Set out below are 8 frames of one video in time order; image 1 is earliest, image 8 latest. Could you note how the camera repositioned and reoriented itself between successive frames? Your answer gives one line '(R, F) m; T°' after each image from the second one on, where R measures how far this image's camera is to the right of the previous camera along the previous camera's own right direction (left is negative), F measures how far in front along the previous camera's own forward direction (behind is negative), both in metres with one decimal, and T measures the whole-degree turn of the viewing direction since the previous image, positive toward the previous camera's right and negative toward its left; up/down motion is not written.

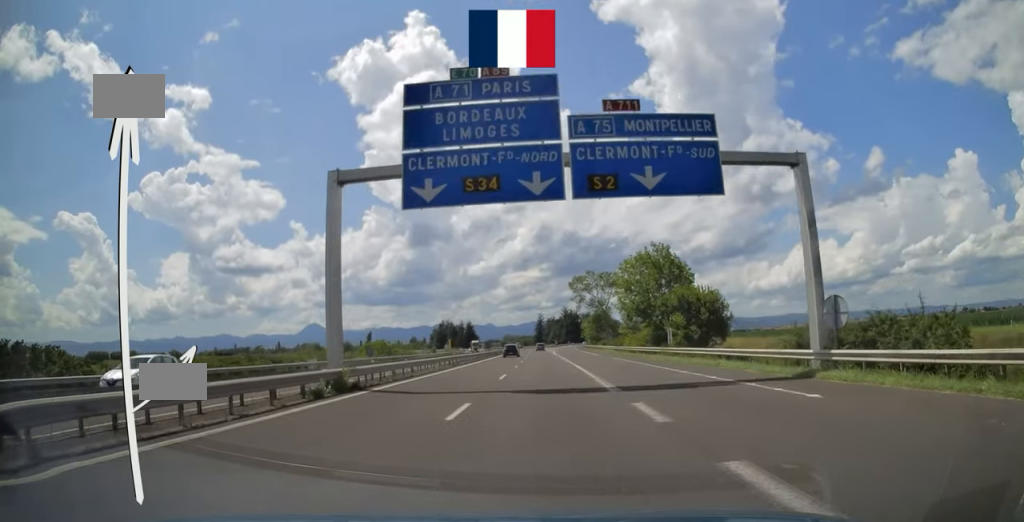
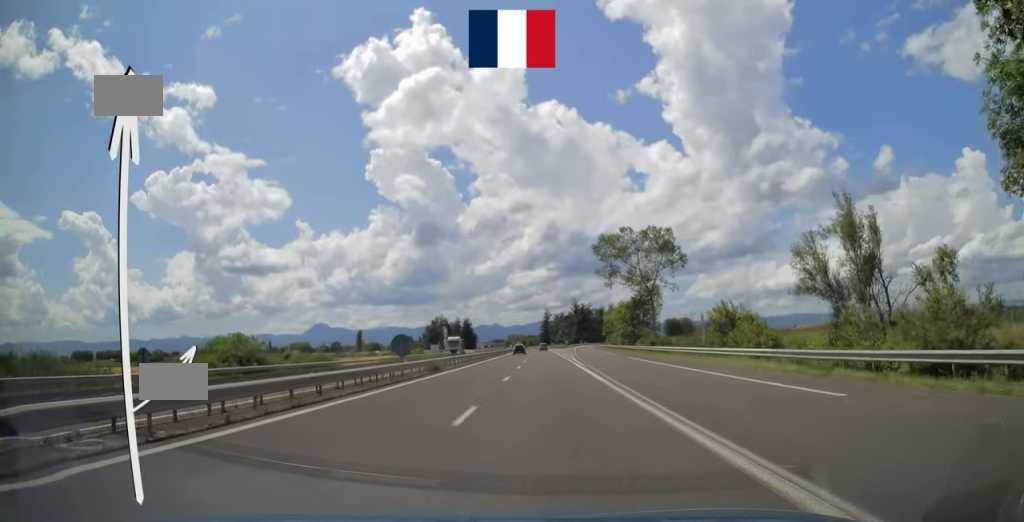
(-0.7, +51.5) m; -1°
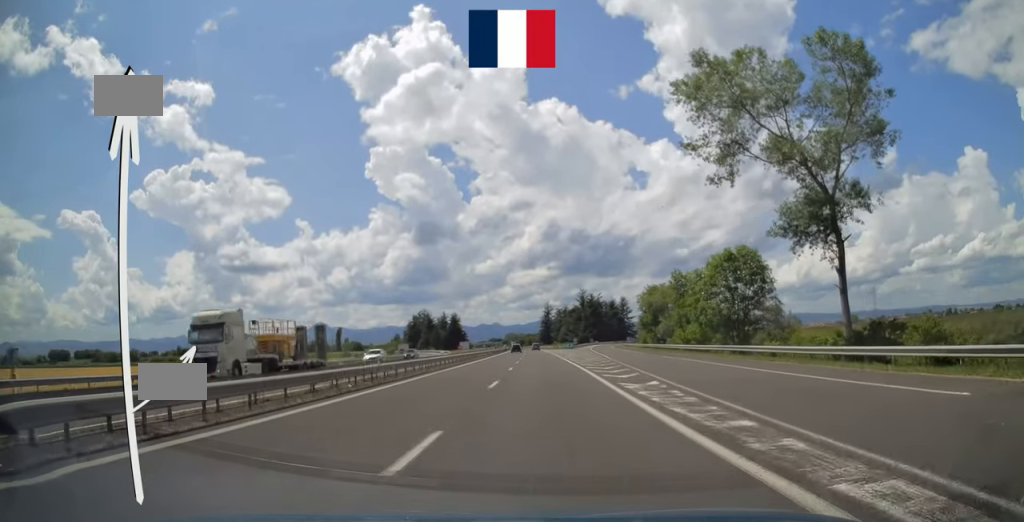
(0.0, +54.1) m; 0°
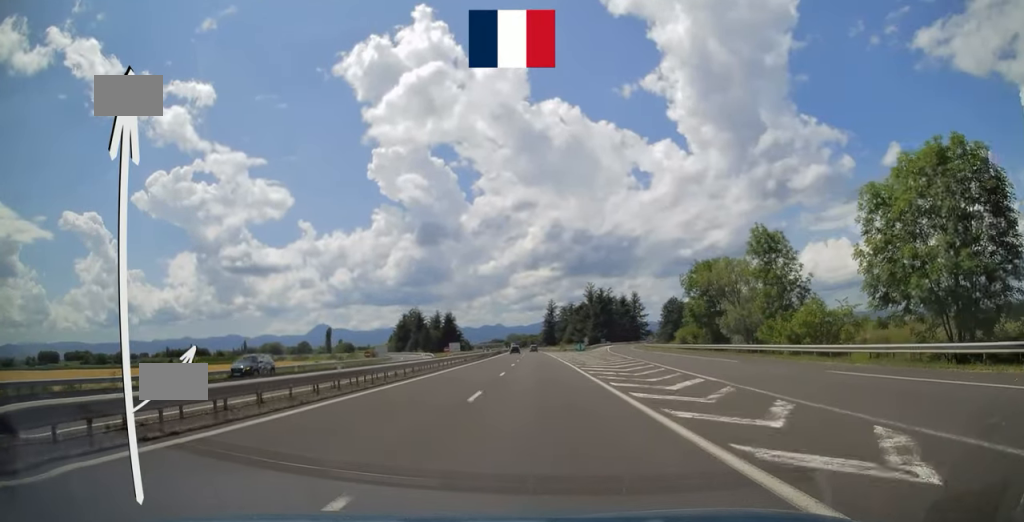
(-0.2, +29.3) m; 0°
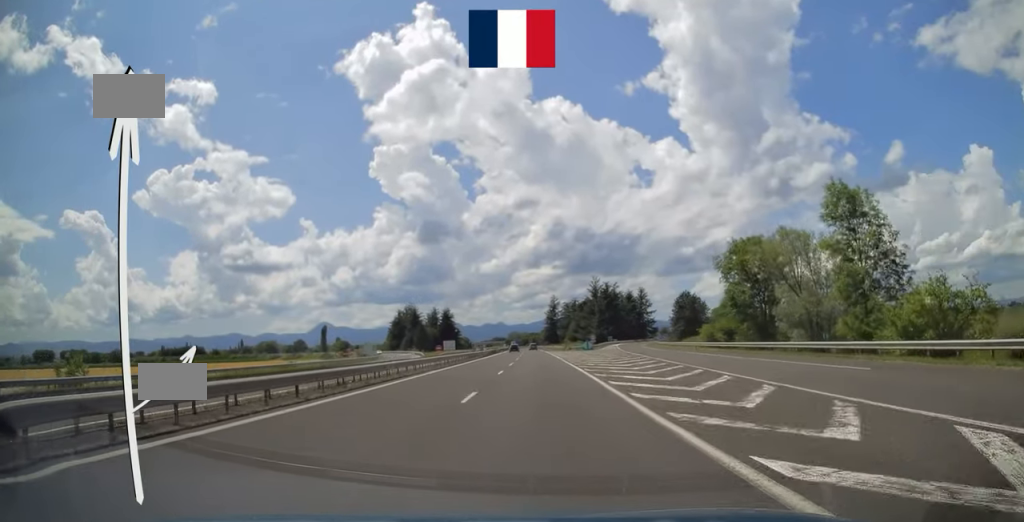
(+0.2, +13.4) m; 0°
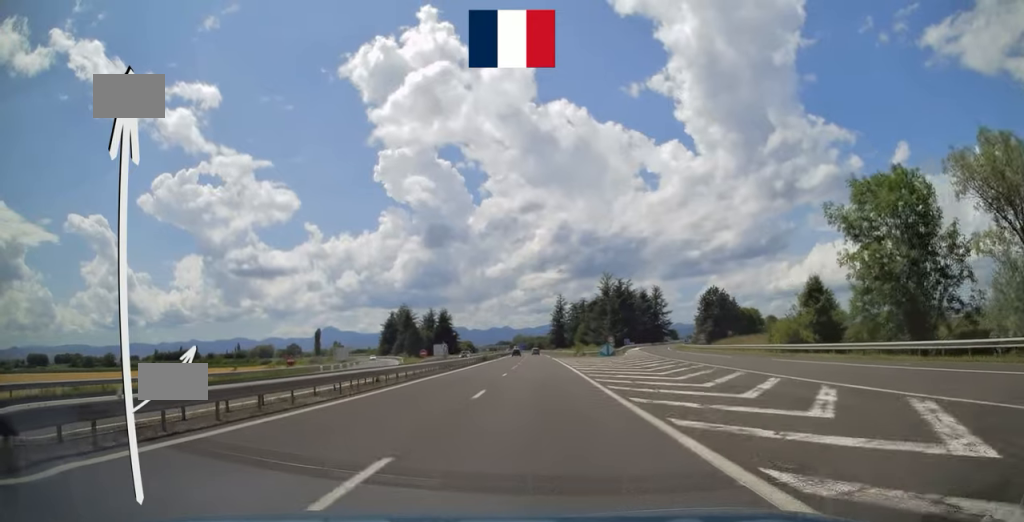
(-0.1, +22.4) m; -1°
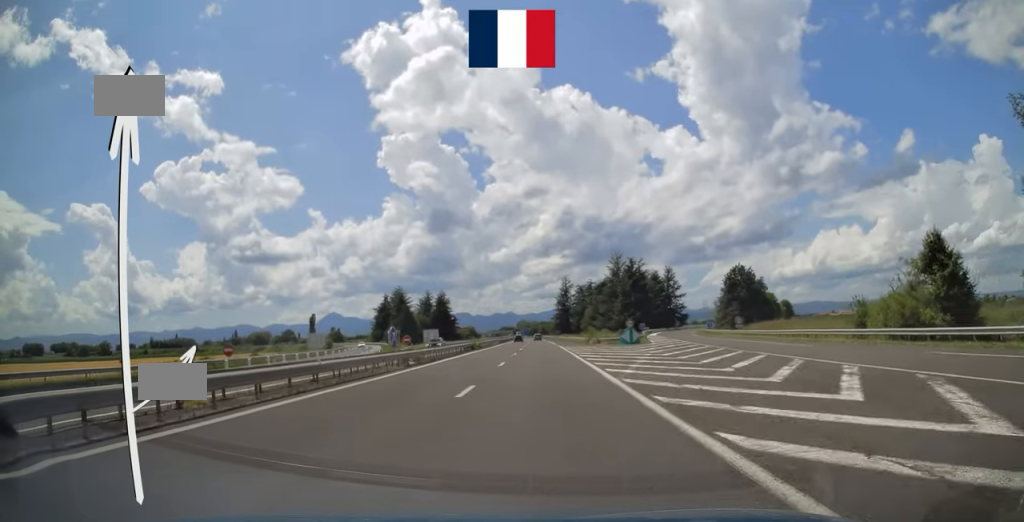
(0.0, +16.2) m; -1°
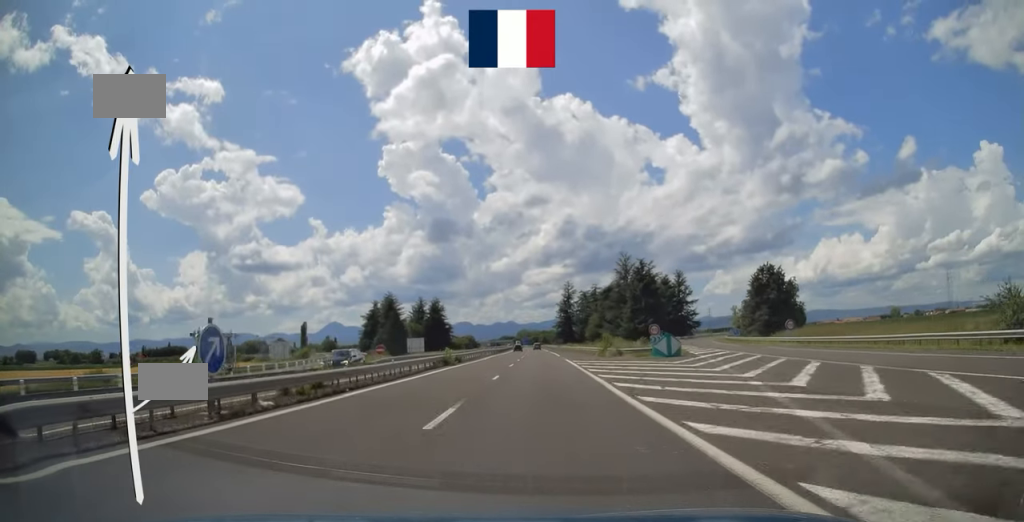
(-0.3, +16.3) m; 0°
